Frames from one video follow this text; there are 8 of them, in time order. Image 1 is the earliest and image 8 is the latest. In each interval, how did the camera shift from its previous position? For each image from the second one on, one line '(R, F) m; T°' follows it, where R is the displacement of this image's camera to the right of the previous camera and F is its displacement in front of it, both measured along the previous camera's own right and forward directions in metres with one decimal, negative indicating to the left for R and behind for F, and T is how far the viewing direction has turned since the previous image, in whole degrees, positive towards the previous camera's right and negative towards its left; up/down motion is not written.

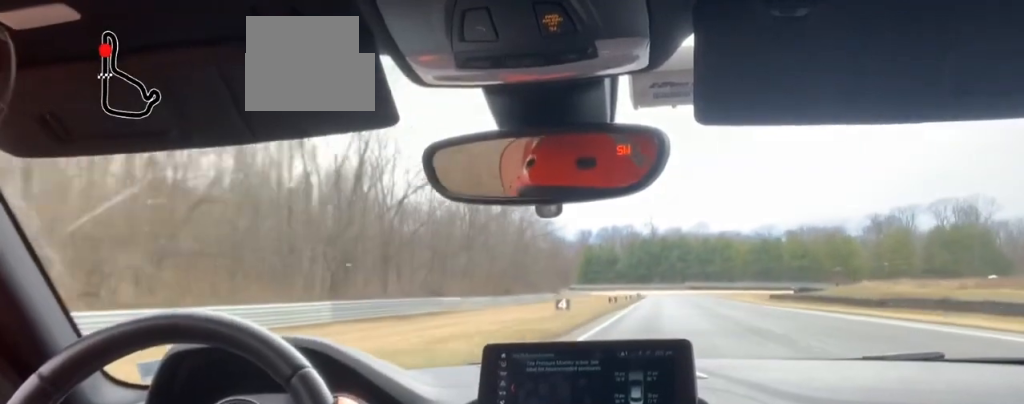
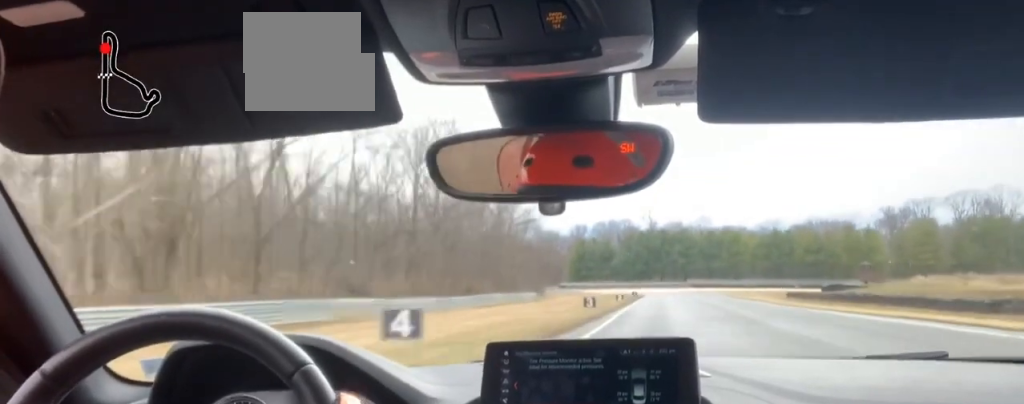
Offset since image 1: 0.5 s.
(0.0, +24.0) m; 0°
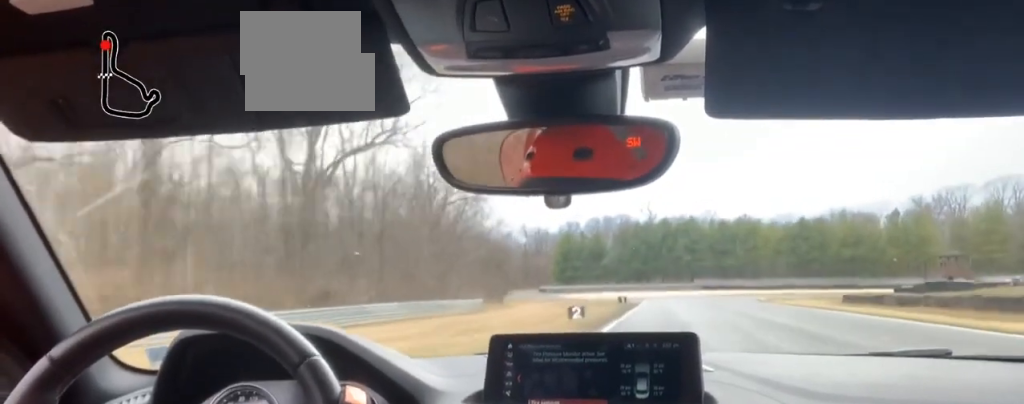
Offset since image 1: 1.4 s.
(0.0, +44.5) m; 0°
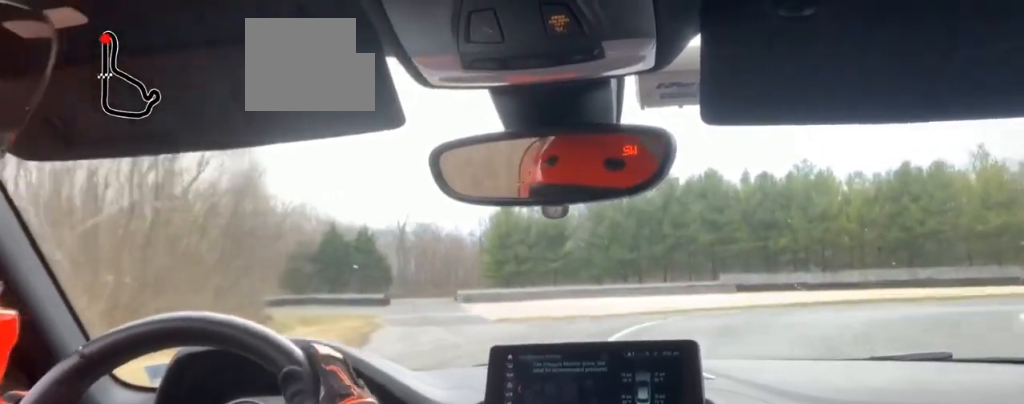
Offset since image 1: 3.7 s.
(+0.1, +83.0) m; +10°
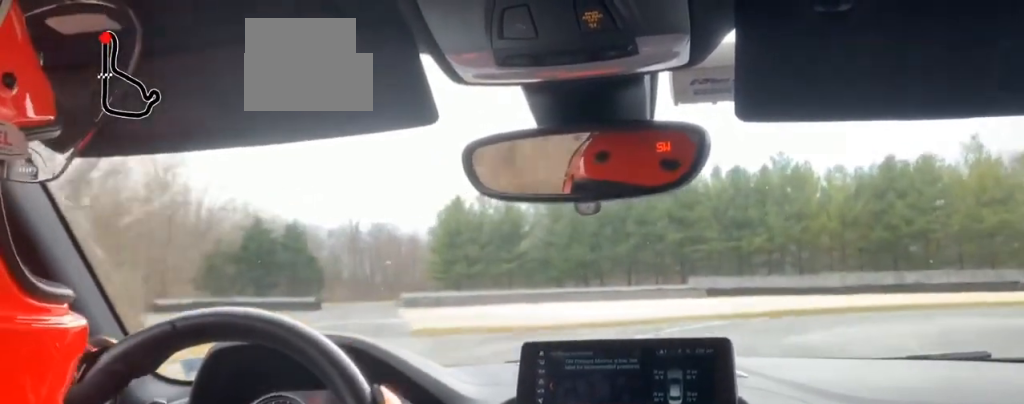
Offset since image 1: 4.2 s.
(-2.2, +11.7) m; +8°
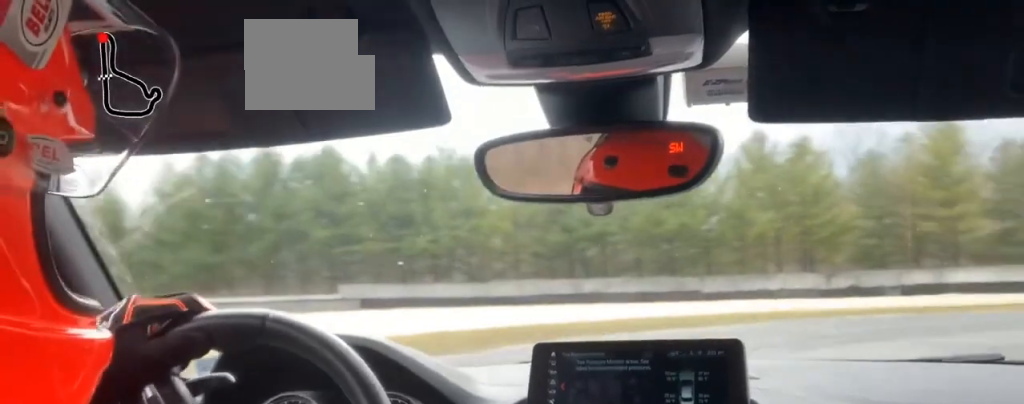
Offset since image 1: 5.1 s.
(+7.7, +16.8) m; +25°
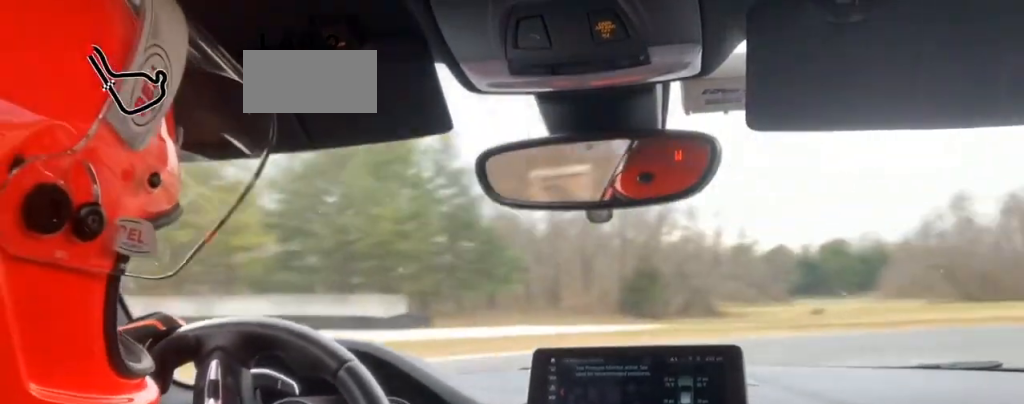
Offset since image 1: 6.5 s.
(+2.6, +25.2) m; +9°
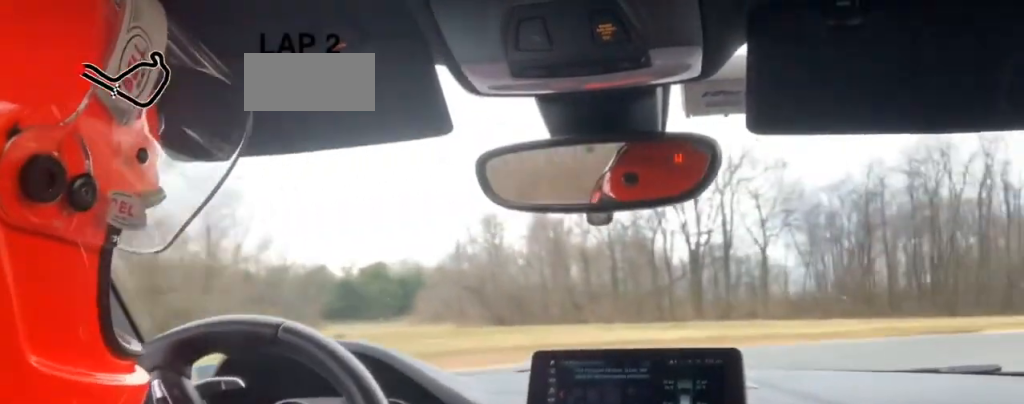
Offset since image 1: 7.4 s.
(+0.3, +14.9) m; +14°
